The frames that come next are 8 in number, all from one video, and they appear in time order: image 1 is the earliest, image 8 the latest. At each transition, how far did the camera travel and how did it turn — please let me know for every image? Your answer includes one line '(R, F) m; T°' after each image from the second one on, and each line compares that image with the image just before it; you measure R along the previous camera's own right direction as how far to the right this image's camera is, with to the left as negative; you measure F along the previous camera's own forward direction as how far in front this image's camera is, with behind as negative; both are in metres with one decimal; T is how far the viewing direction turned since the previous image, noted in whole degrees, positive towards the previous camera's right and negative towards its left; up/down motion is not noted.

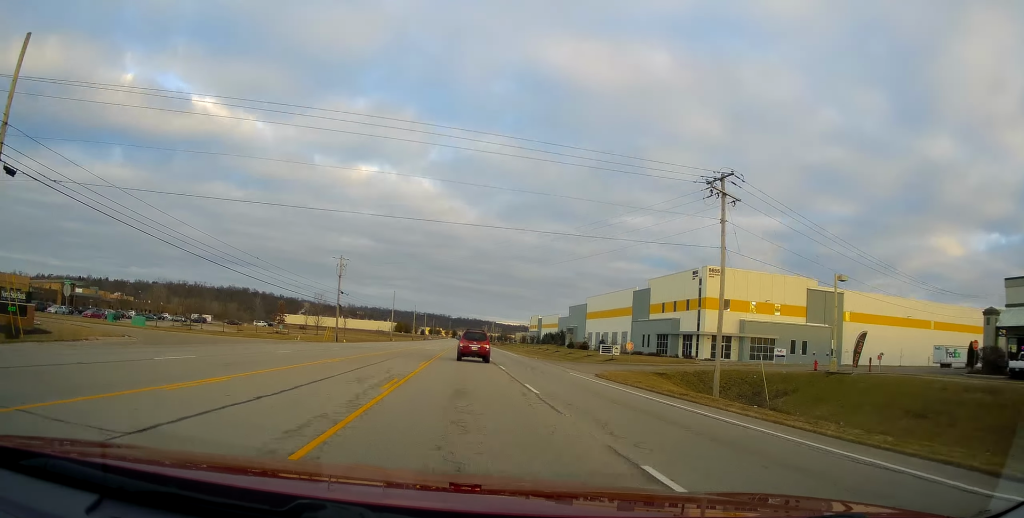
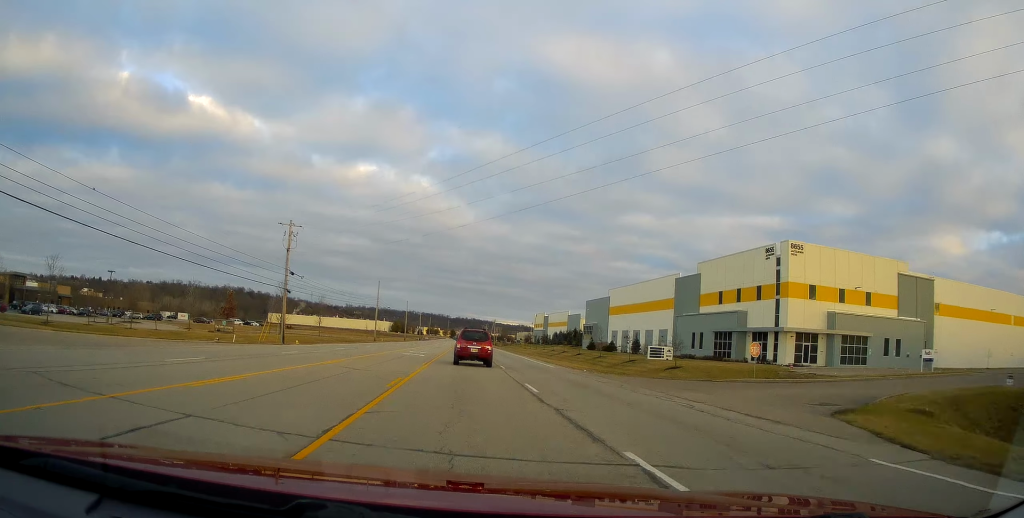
(-0.2, +24.5) m; 0°
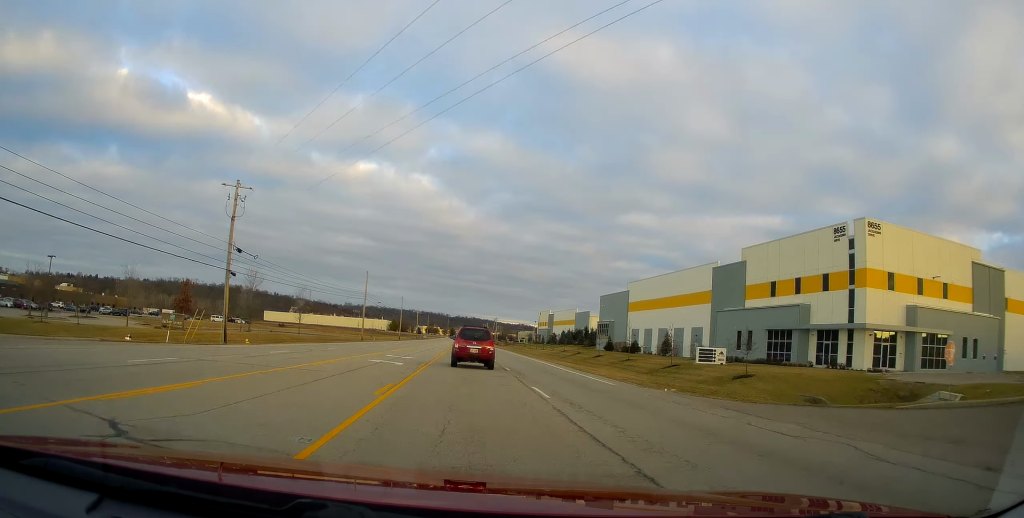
(+0.2, +14.7) m; 0°
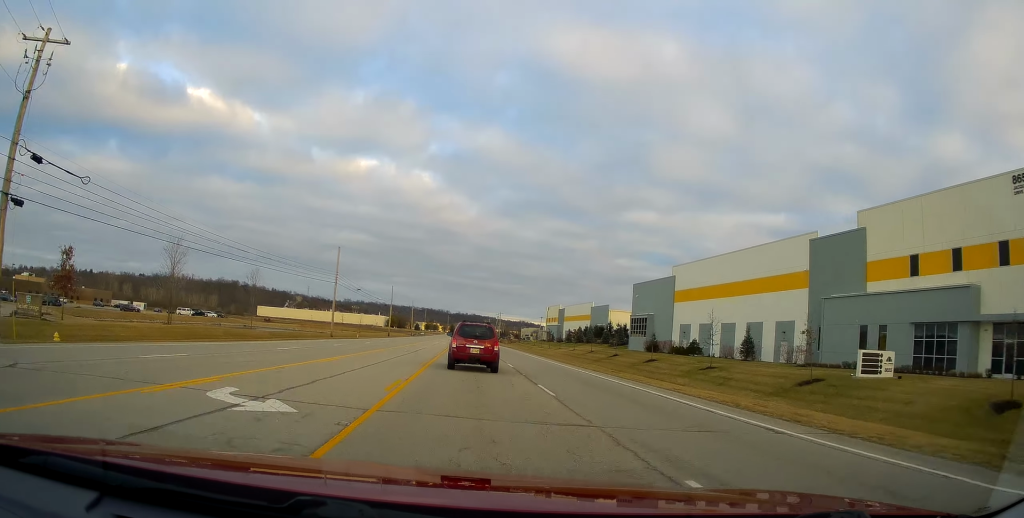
(-0.1, +24.3) m; 0°
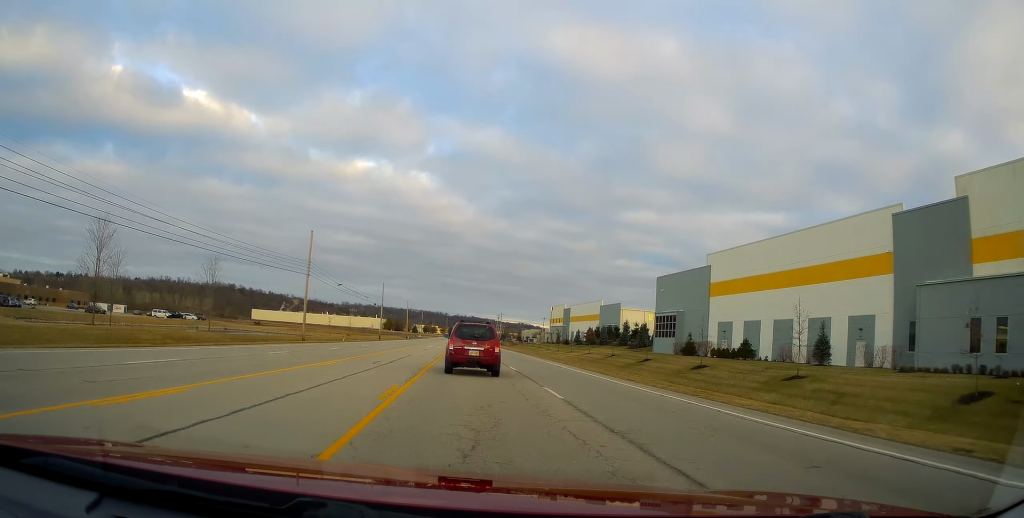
(+0.1, +13.5) m; 0°
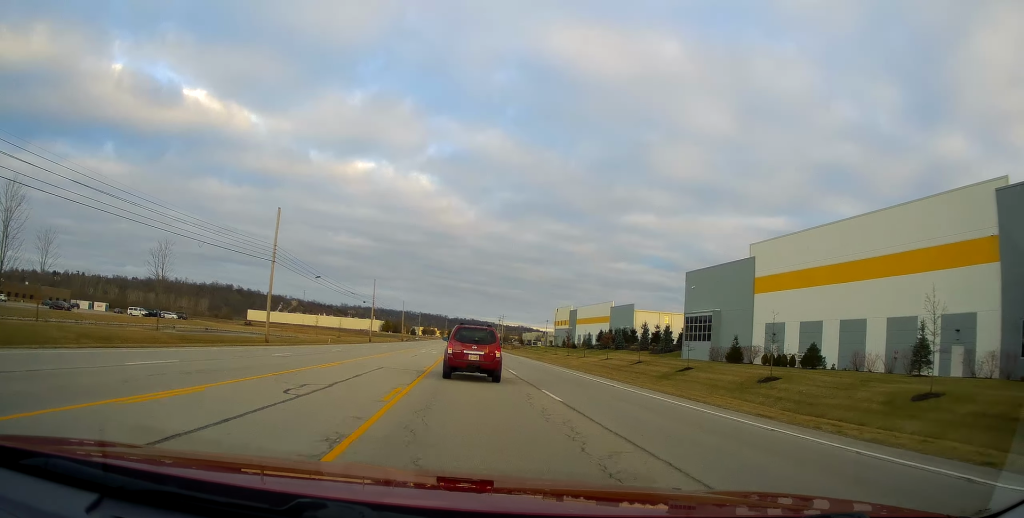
(+0.3, +12.1) m; 0°
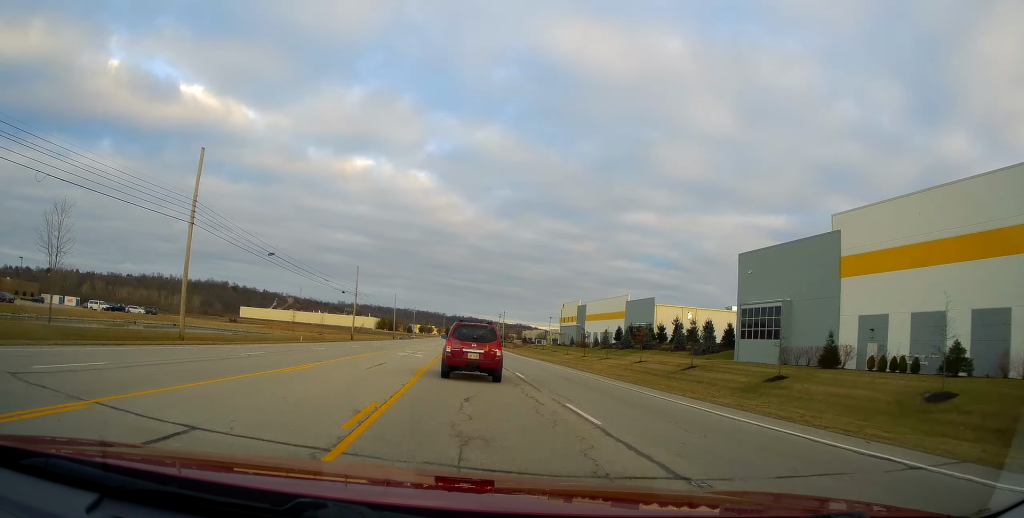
(-0.6, +16.4) m; 0°
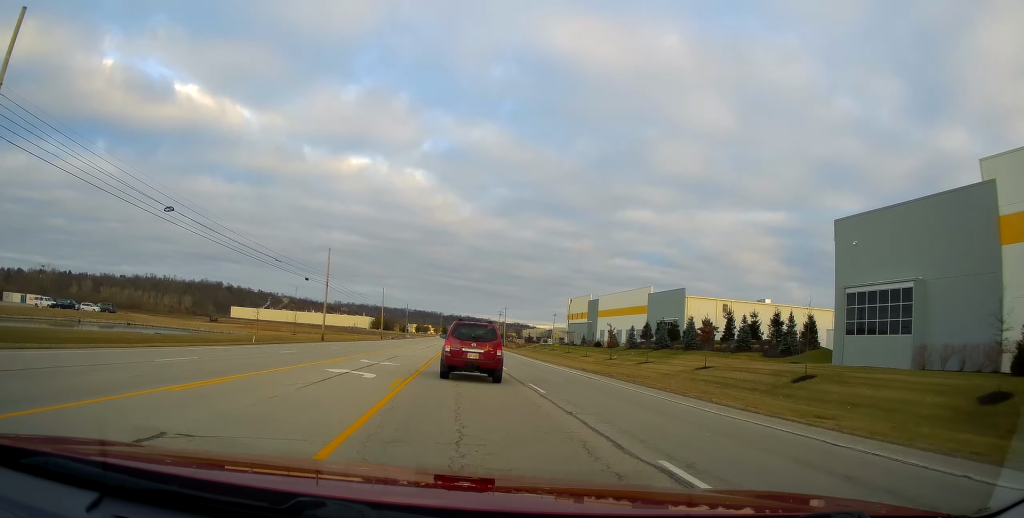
(+0.5, +18.7) m; 0°
